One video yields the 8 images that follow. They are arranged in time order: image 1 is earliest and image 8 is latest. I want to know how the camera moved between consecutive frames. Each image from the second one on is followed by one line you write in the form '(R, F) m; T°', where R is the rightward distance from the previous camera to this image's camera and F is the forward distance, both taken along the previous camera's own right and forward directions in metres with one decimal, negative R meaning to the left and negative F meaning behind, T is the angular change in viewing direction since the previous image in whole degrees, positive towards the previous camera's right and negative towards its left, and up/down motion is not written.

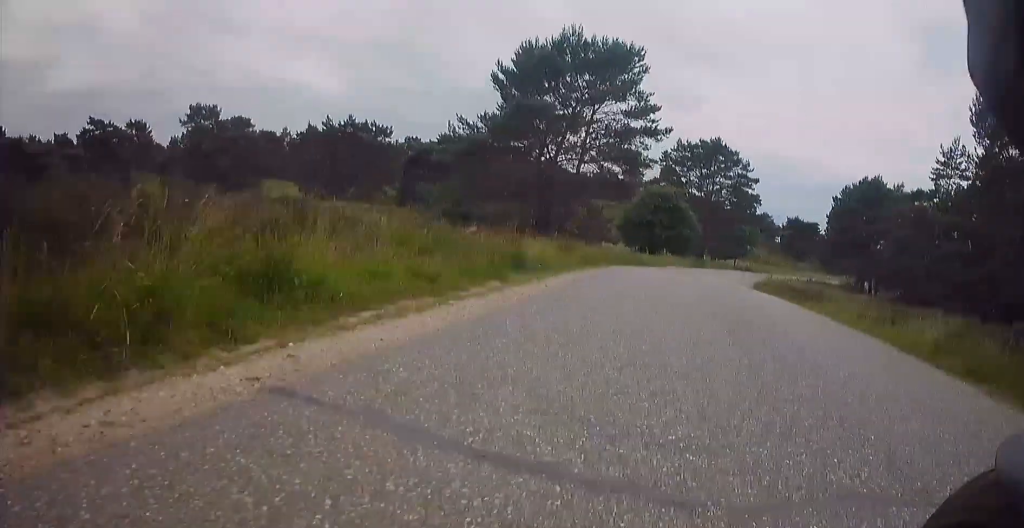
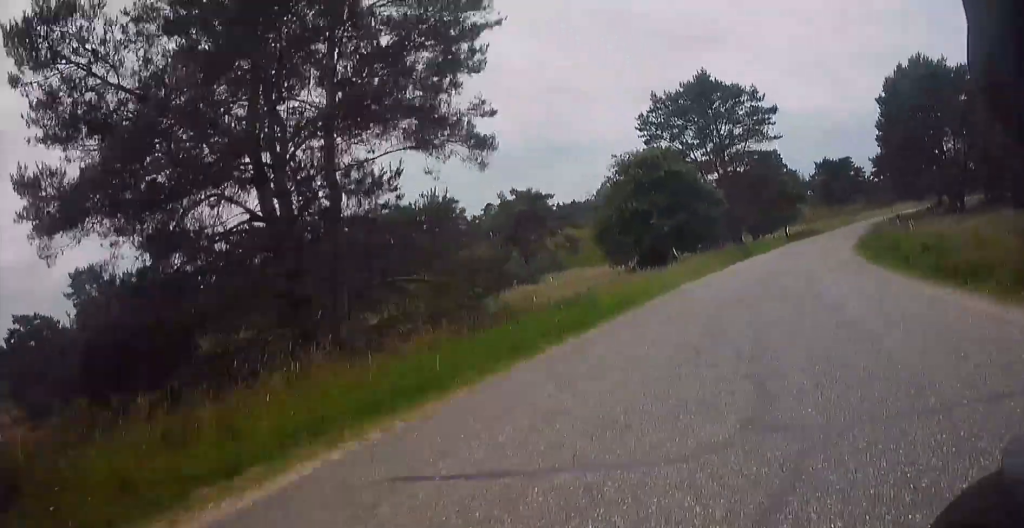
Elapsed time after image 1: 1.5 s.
(-2.4, +19.6) m; -13°
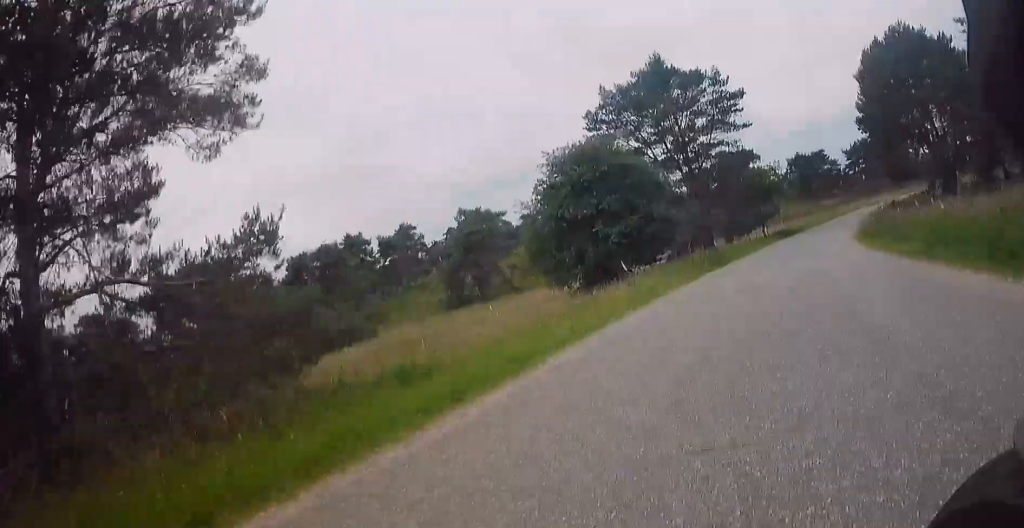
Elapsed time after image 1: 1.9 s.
(-0.2, +6.0) m; +4°
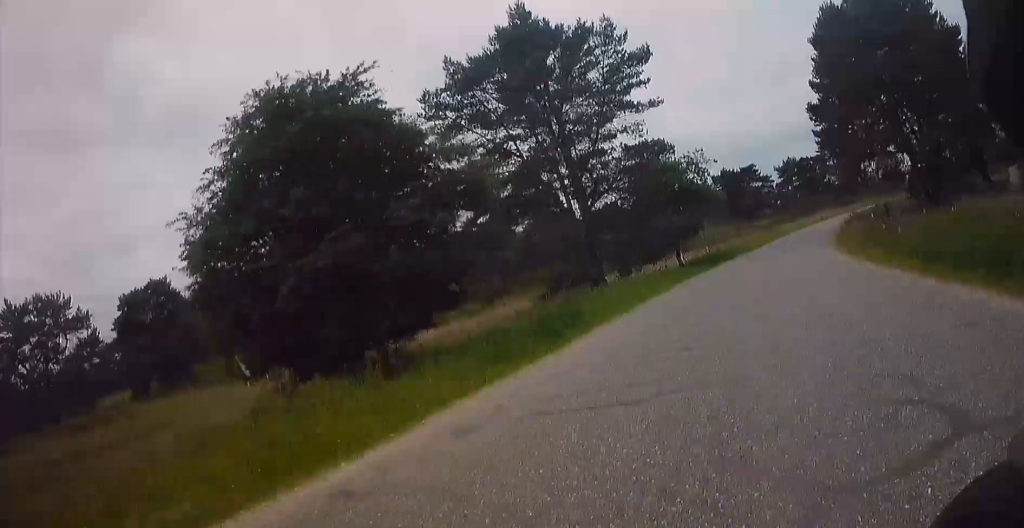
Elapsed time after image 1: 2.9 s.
(+1.1, +12.4) m; +23°
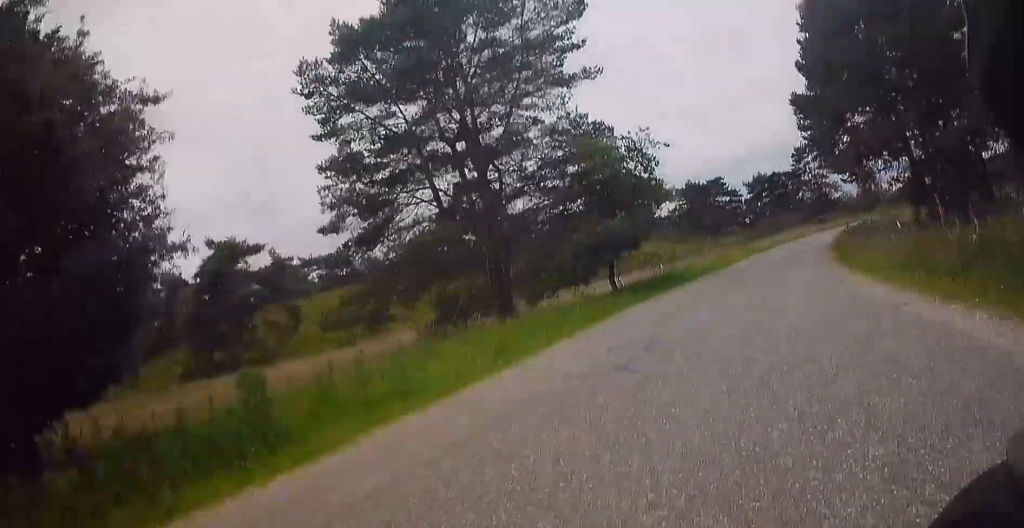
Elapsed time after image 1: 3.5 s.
(+3.2, +6.4) m; +6°
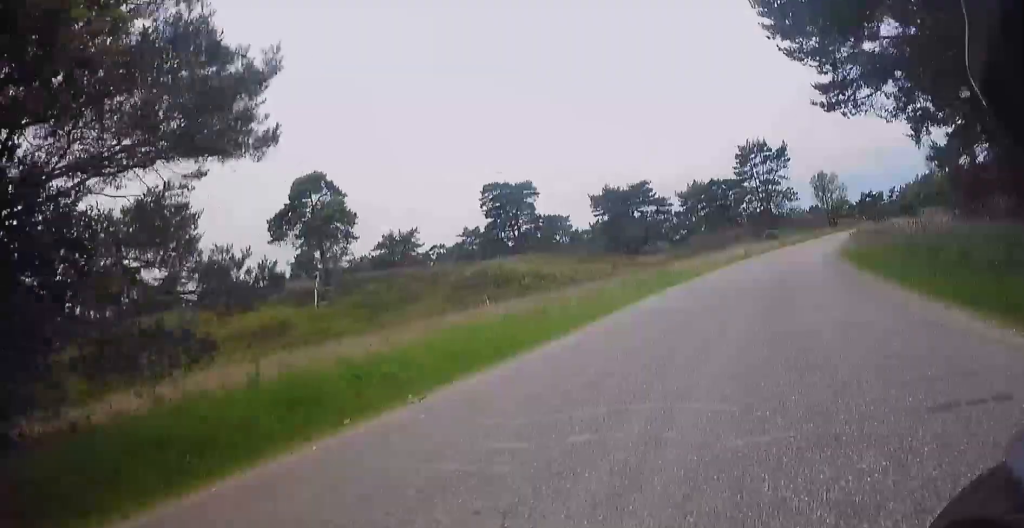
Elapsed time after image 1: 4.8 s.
(-3.4, +15.3) m; -22°
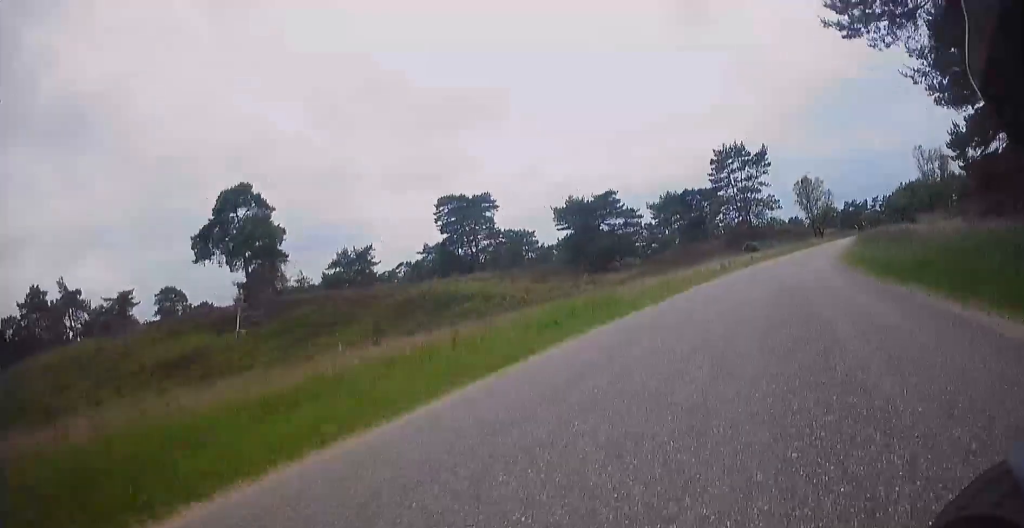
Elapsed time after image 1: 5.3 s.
(-0.3, +5.8) m; -1°
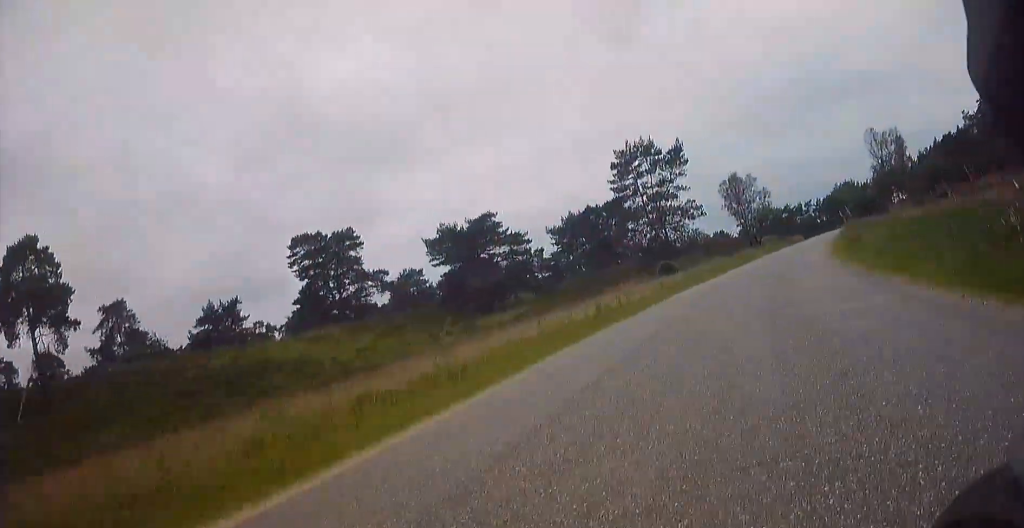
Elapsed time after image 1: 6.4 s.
(+0.1, +13.8) m; +10°
